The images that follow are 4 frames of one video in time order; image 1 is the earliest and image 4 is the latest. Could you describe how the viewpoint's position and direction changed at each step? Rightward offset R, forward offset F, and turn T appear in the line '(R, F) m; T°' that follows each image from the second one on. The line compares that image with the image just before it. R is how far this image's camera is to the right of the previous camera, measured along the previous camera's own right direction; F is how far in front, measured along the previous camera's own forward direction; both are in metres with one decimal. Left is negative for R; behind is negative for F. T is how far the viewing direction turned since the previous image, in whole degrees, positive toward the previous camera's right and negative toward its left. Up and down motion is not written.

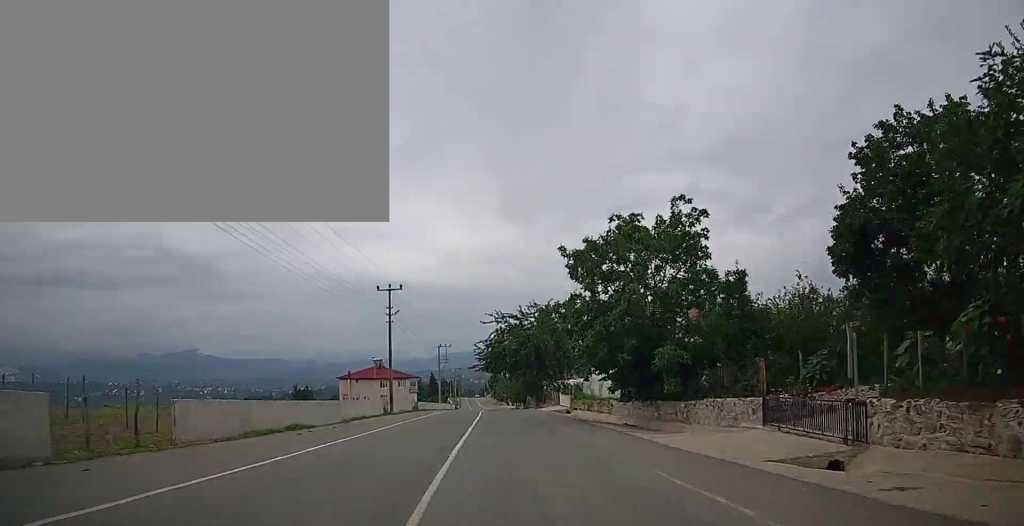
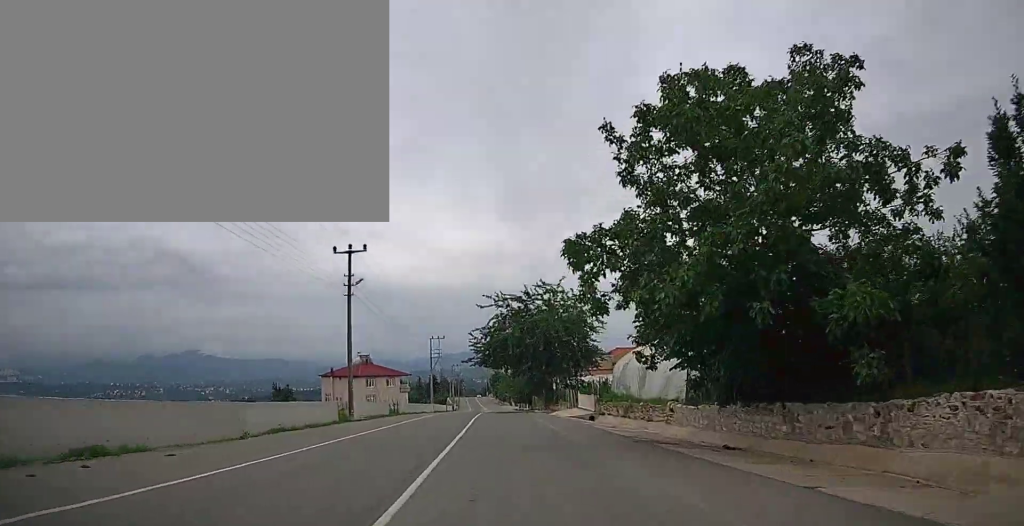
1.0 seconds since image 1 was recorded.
(+0.2, +12.0) m; +1°
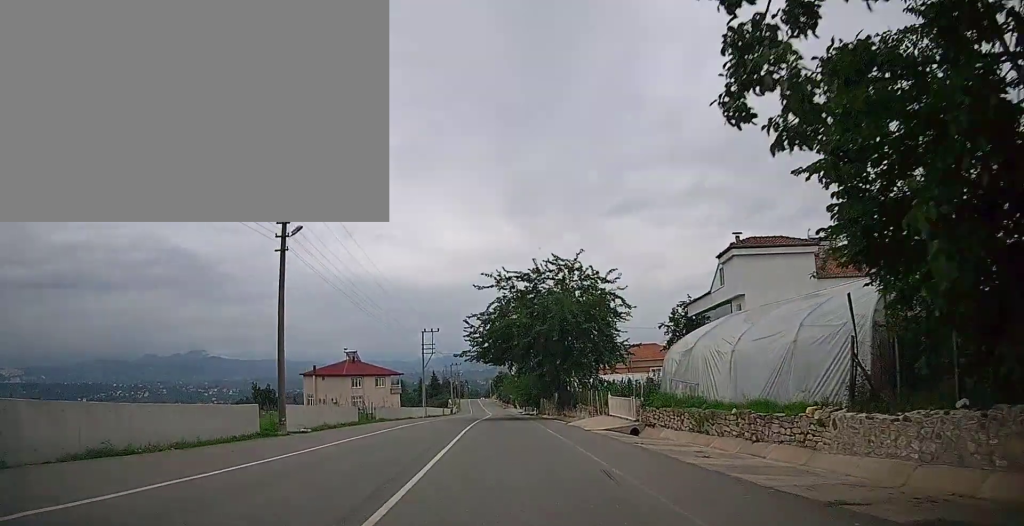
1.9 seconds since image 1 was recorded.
(0.0, +10.6) m; 0°
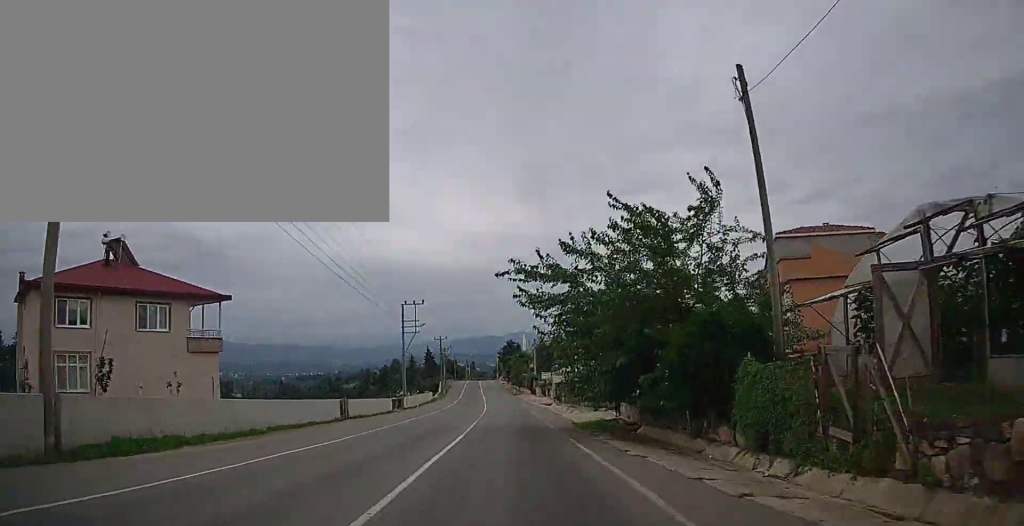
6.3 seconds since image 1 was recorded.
(-1.2, +56.9) m; -2°
